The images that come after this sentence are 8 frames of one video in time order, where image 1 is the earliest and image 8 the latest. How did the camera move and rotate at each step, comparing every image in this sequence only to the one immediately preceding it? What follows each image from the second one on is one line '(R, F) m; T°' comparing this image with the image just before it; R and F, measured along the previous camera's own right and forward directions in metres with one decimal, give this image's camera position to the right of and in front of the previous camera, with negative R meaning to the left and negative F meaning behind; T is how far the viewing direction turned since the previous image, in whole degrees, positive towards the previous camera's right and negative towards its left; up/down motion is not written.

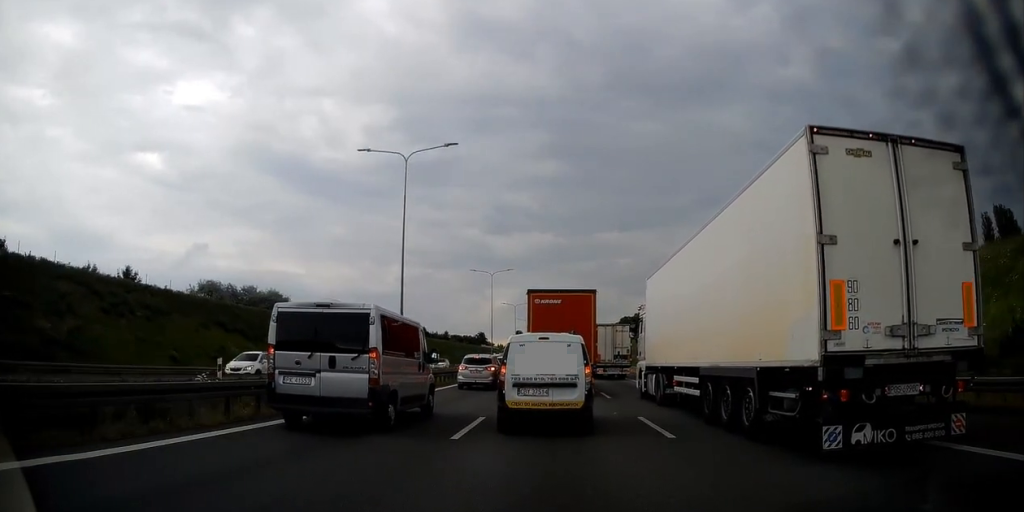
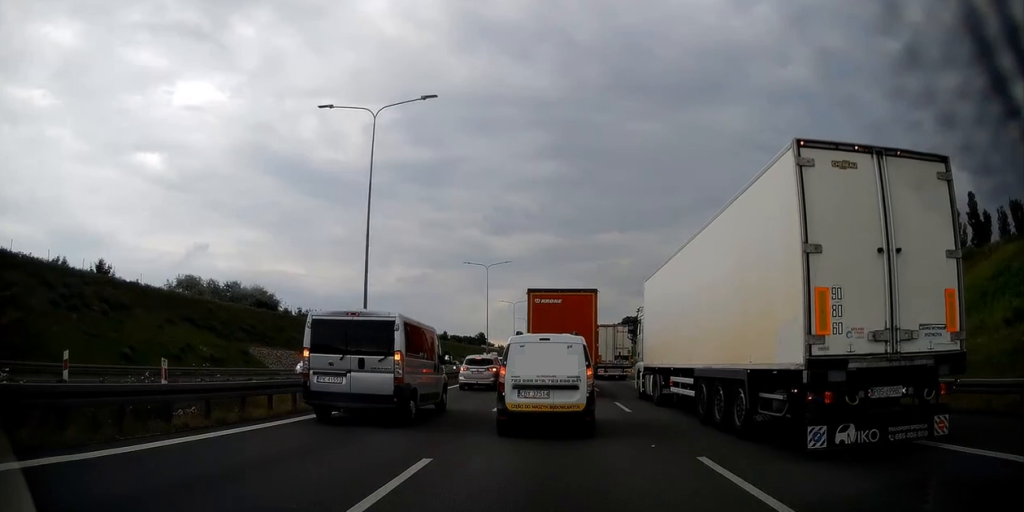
(+0.2, +6.1) m; +2°
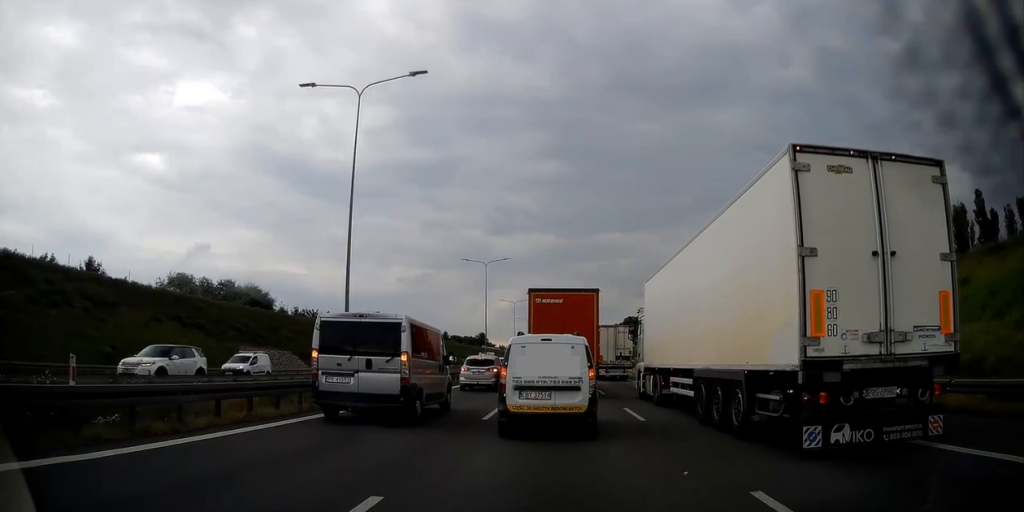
(0.0, +2.3) m; 0°
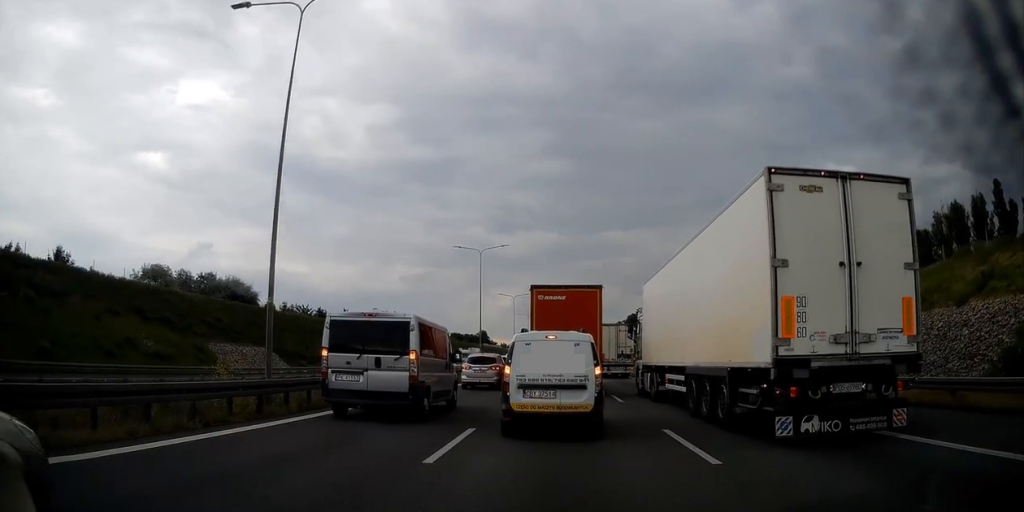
(+0.1, +6.0) m; +1°
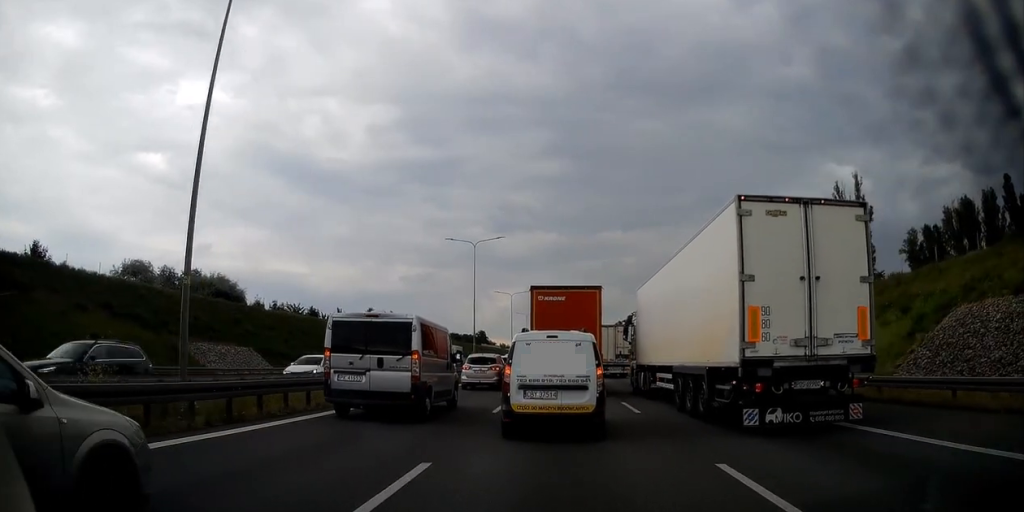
(0.0, +4.0) m; -4°
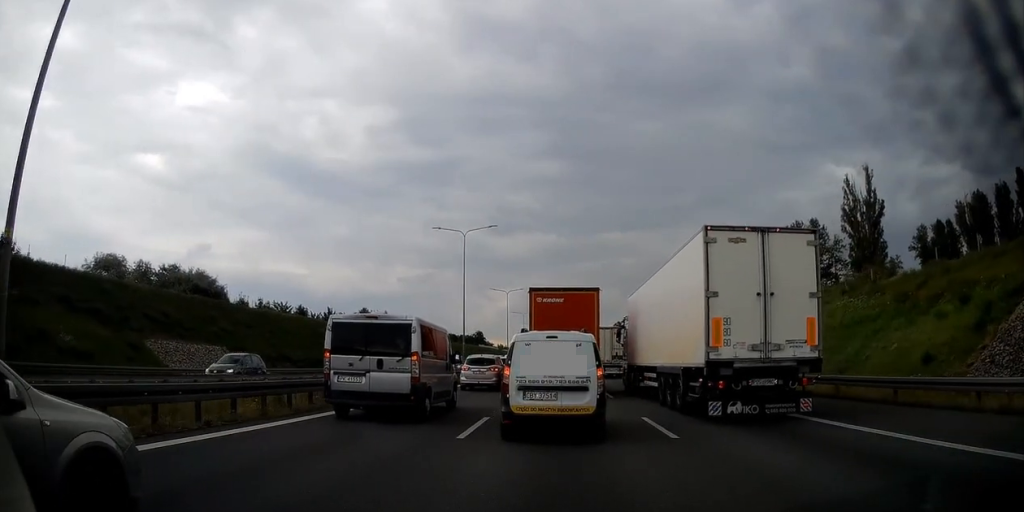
(-0.4, +4.9) m; 0°
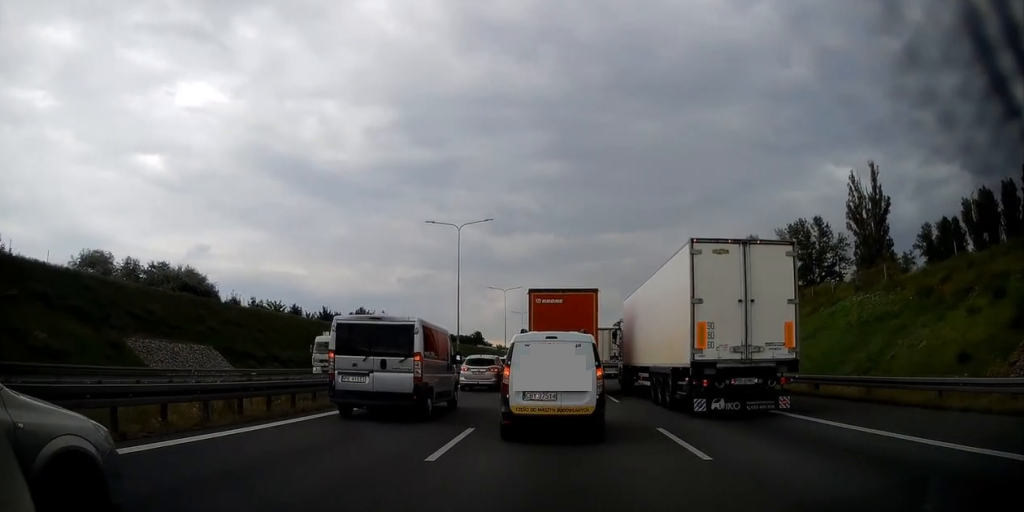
(+0.2, +2.3) m; 0°
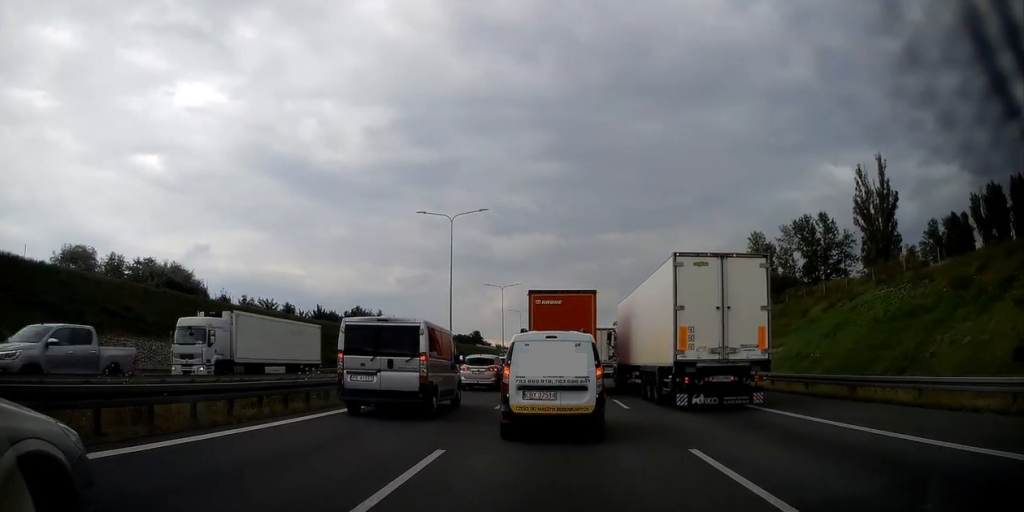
(+0.1, +3.0) m; 0°
